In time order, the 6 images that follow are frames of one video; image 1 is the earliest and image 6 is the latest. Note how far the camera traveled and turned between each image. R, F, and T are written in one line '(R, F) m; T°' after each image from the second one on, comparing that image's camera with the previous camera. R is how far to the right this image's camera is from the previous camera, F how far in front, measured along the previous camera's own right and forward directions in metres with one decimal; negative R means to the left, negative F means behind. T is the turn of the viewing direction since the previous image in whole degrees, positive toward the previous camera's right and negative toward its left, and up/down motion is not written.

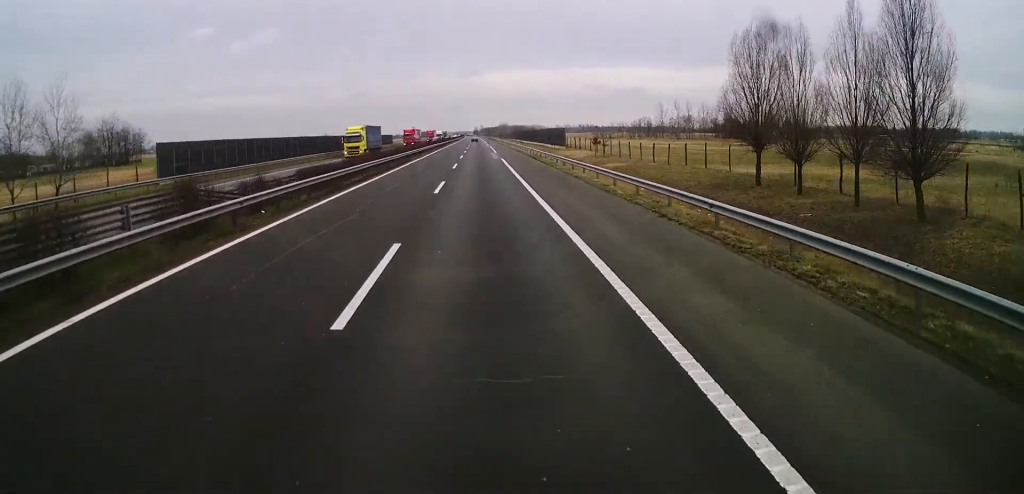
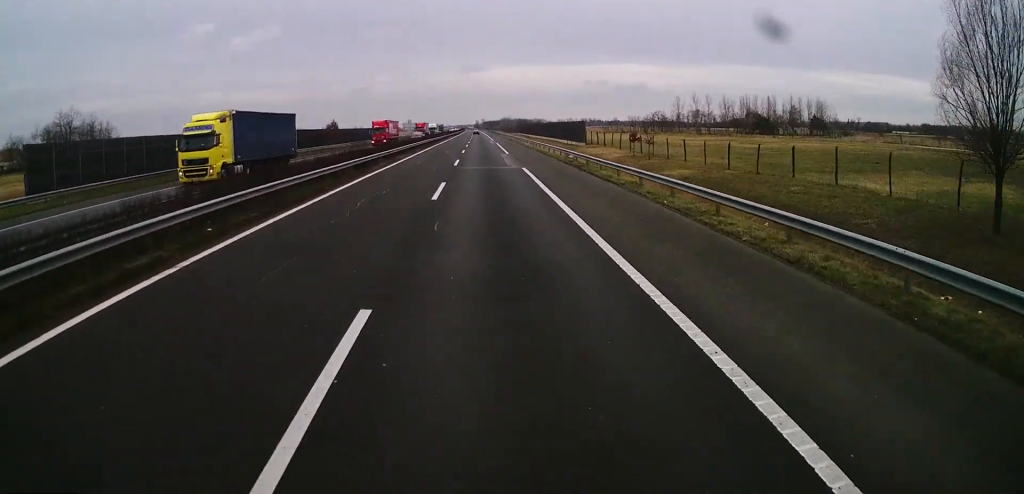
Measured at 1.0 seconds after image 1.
(-0.2, +23.2) m; 0°
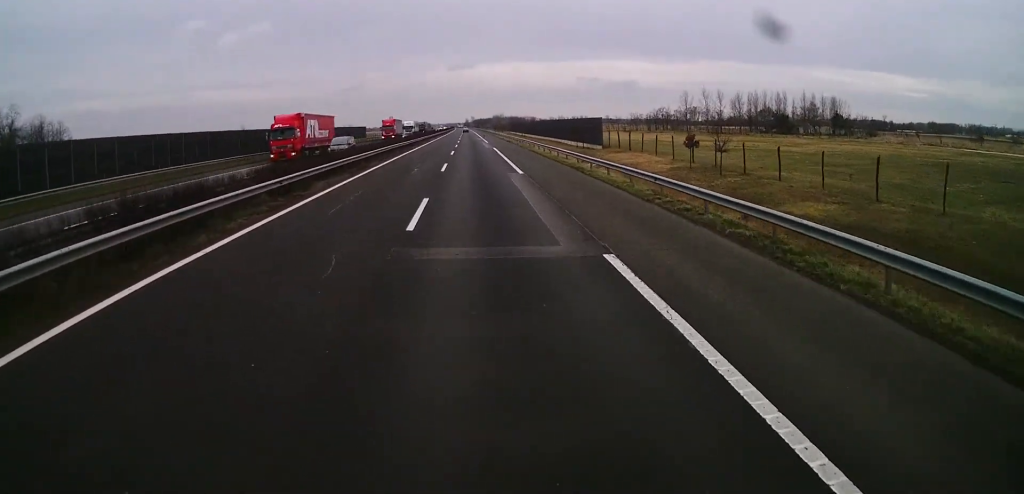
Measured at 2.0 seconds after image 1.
(0.0, +23.3) m; 0°
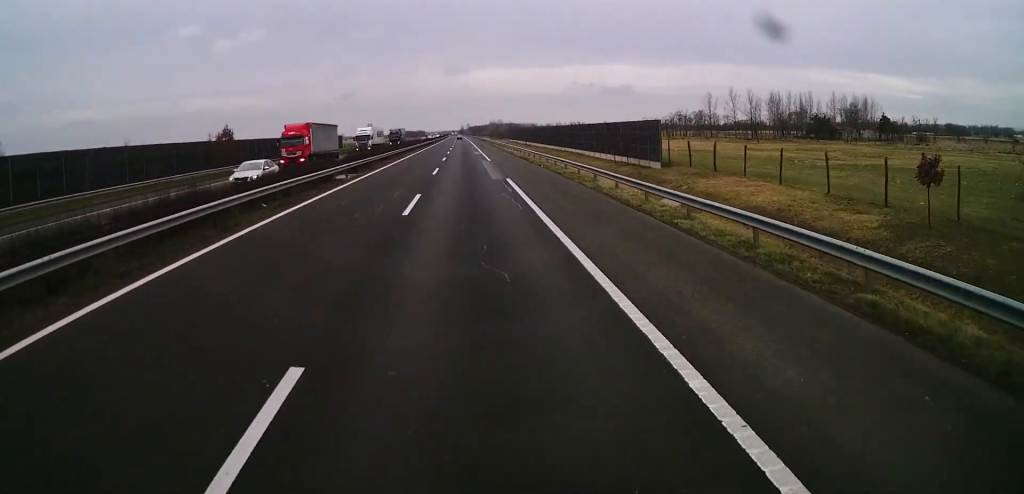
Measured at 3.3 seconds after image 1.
(+0.2, +31.2) m; 0°
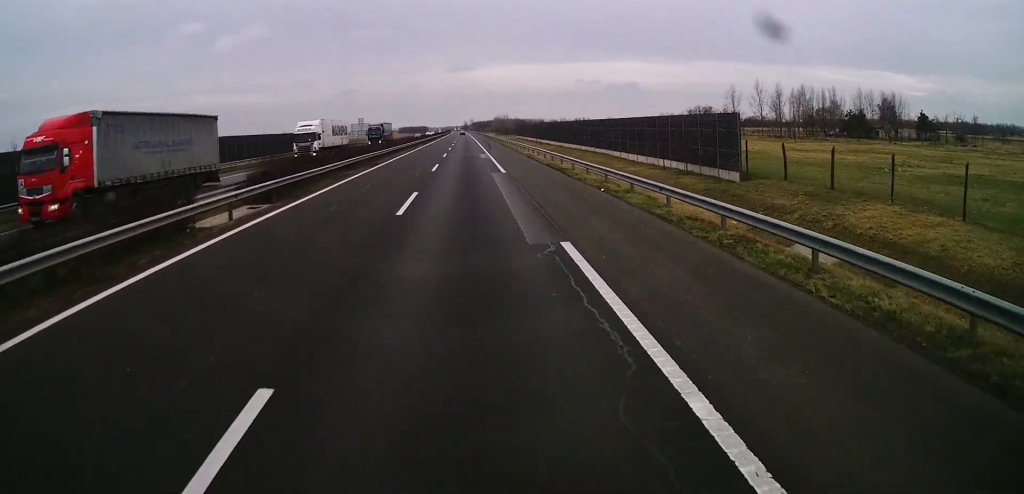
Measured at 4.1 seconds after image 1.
(-0.2, +18.2) m; 0°
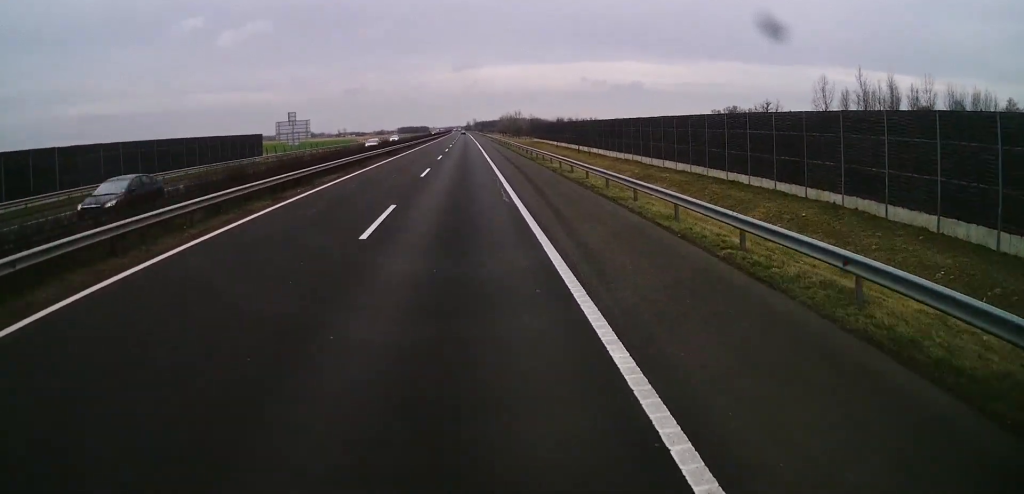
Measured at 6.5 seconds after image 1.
(+1.0, +57.3) m; +1°
